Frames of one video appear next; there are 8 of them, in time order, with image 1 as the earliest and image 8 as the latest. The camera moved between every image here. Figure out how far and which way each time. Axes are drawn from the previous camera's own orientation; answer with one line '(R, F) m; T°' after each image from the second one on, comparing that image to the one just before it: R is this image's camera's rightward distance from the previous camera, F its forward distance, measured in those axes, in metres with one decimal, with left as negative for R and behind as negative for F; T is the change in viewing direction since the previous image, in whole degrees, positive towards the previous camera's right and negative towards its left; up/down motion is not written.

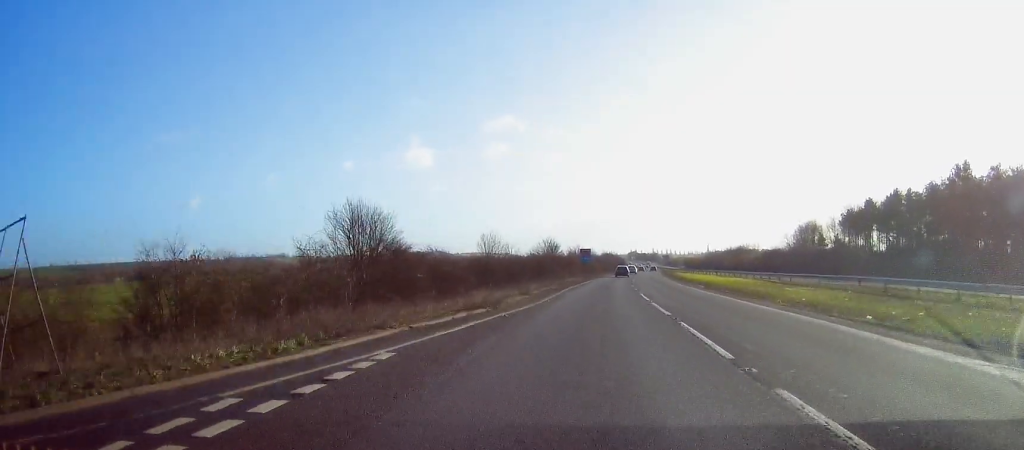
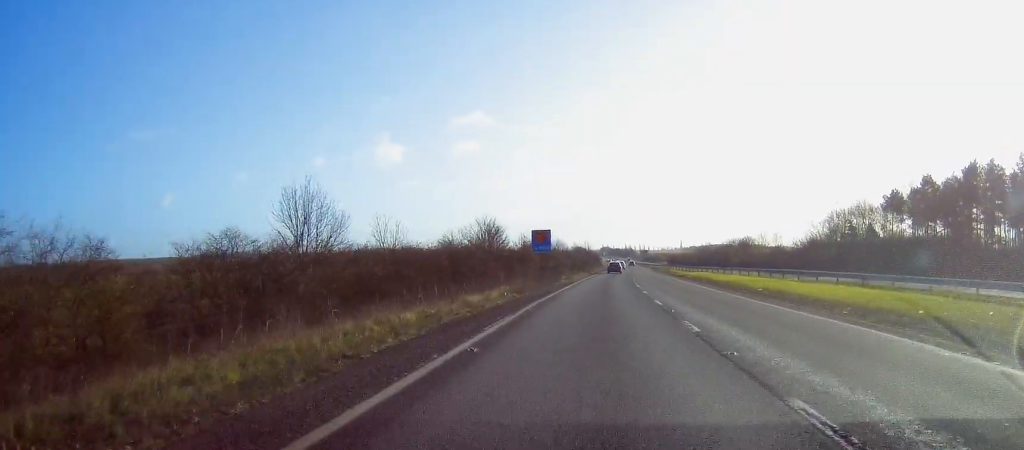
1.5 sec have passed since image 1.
(+1.2, +45.1) m; +3°
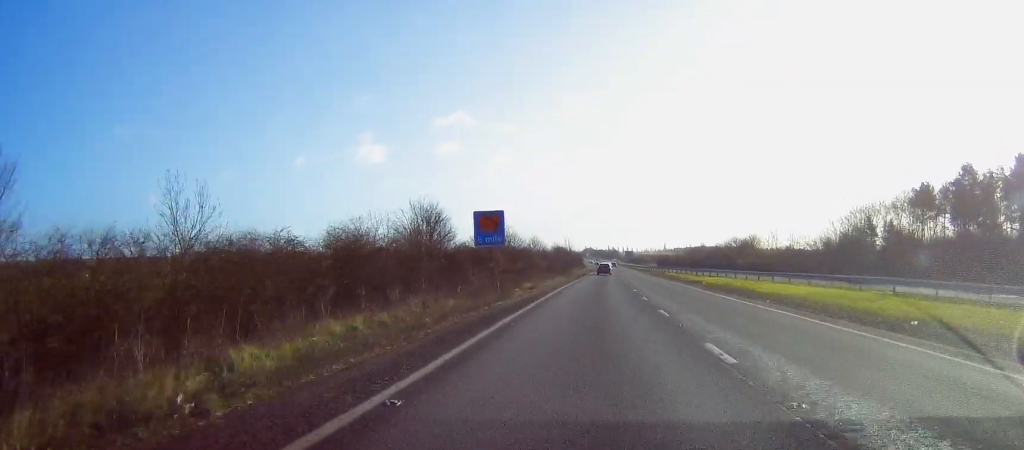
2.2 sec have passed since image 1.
(+0.3, +21.6) m; +1°
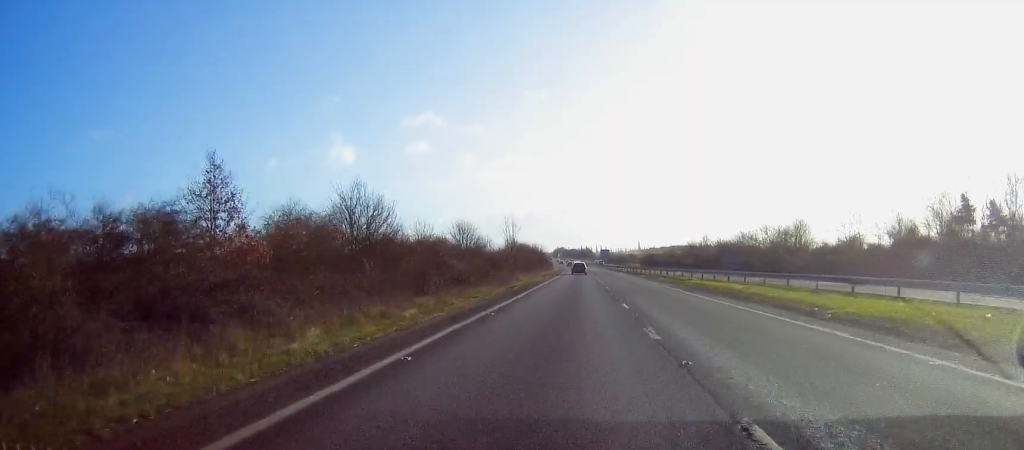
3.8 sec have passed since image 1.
(+0.2, +50.5) m; 0°
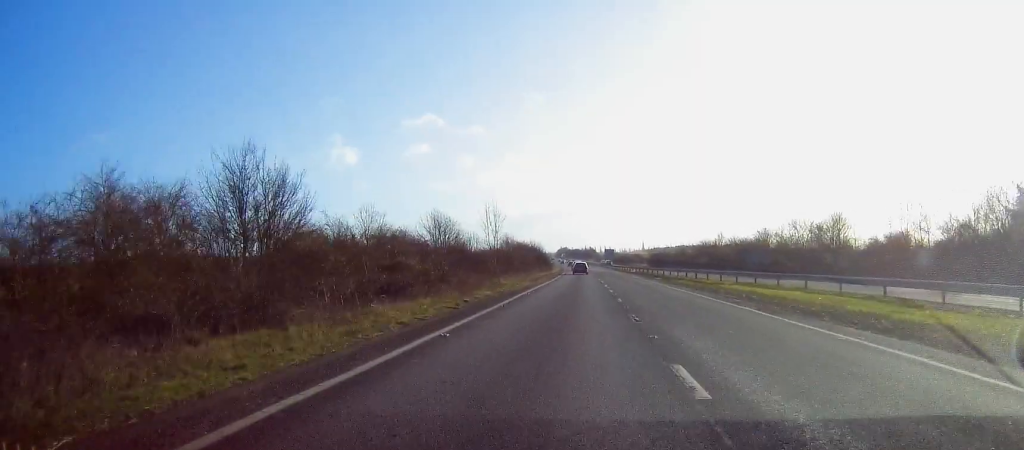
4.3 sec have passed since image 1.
(0.0, +14.4) m; 0°
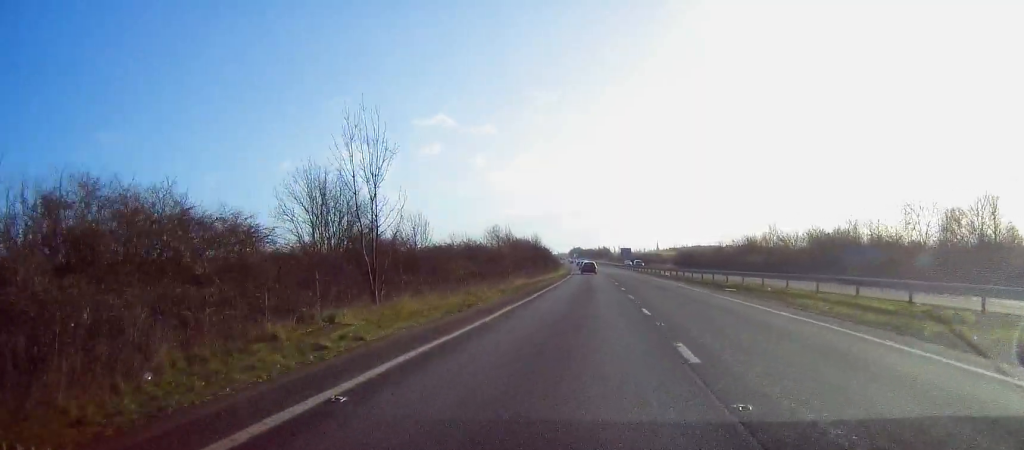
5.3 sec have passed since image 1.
(0.0, +32.6) m; -1°
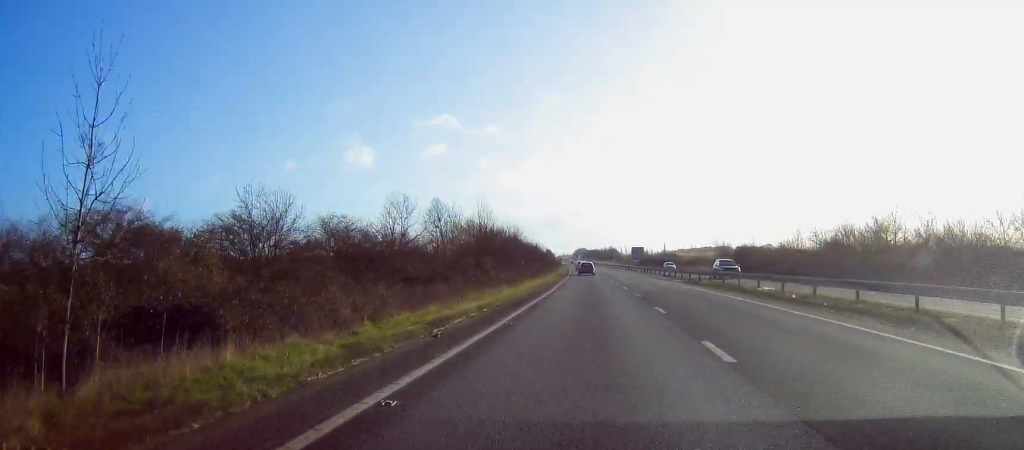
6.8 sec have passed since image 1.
(-0.2, +45.7) m; 0°
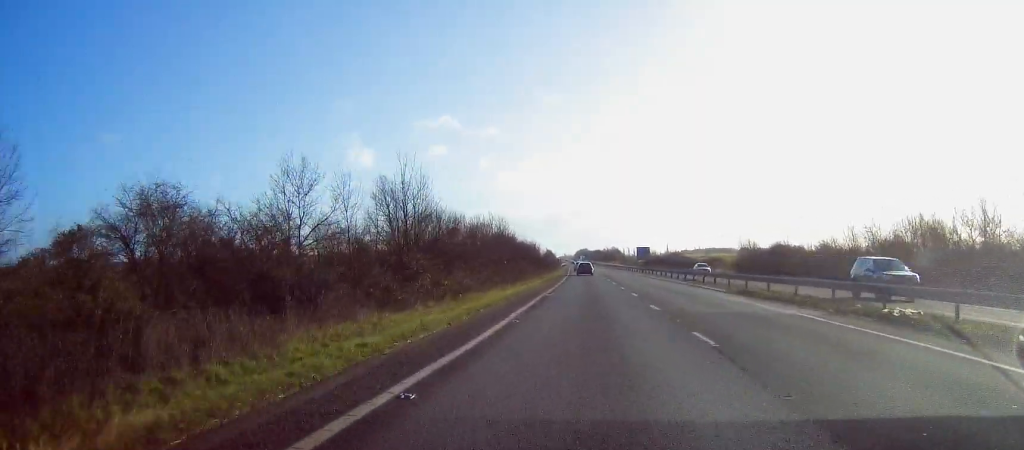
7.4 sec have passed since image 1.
(+0.4, +17.3) m; 0°
